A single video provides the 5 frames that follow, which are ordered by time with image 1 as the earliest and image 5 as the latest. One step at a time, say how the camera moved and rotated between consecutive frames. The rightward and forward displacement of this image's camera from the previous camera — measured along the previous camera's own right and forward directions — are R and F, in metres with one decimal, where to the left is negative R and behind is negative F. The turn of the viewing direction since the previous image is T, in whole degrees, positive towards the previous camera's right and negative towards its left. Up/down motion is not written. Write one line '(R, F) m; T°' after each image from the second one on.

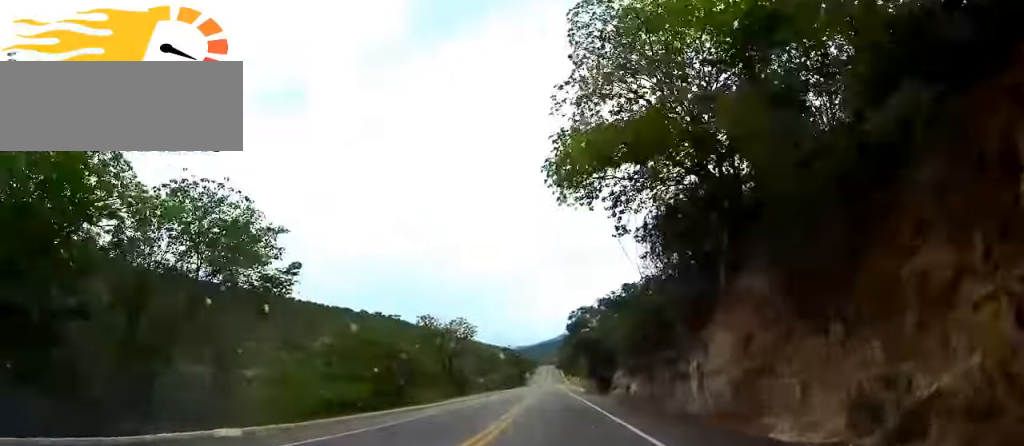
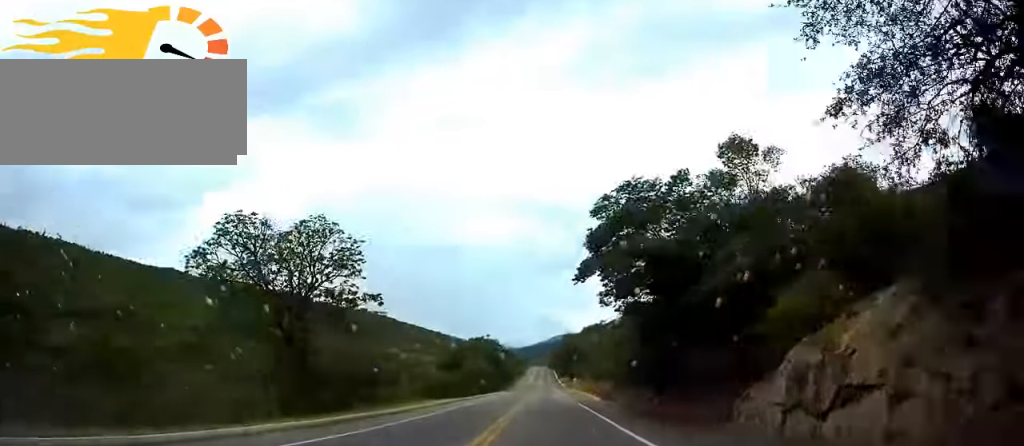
(+0.2, +47.6) m; +1°
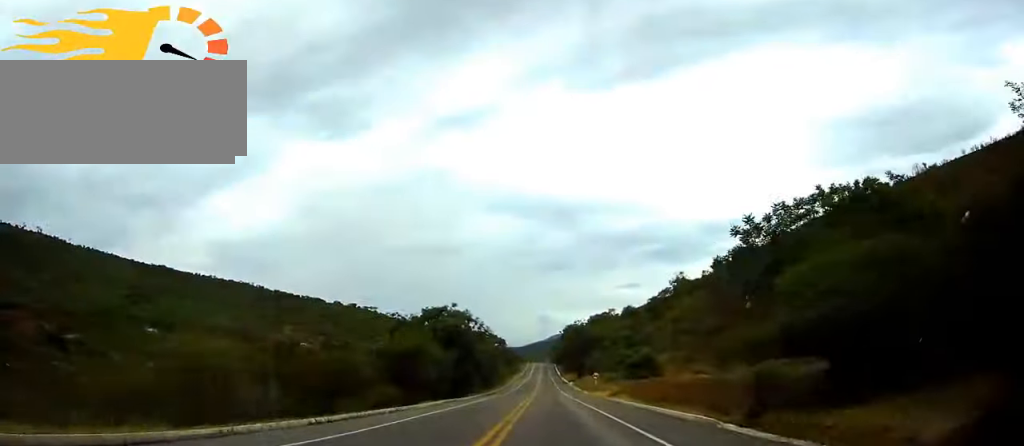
(+0.3, +57.1) m; 0°
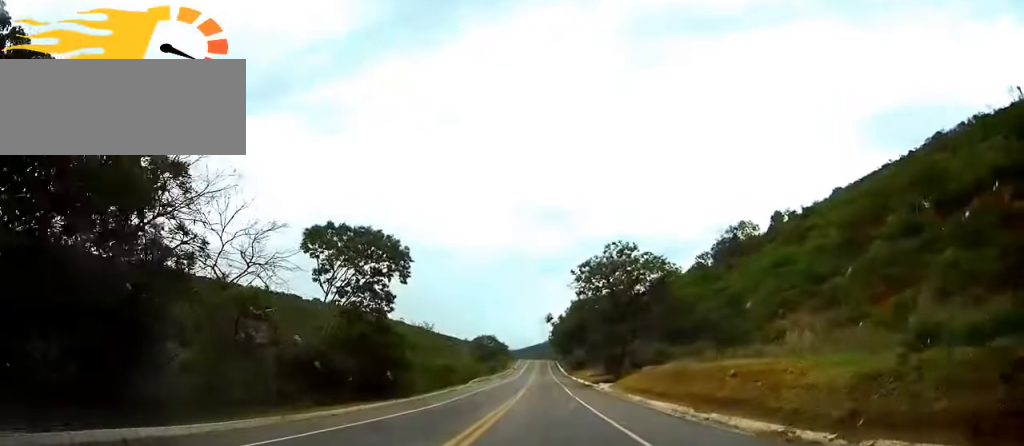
(0.0, +89.5) m; 0°
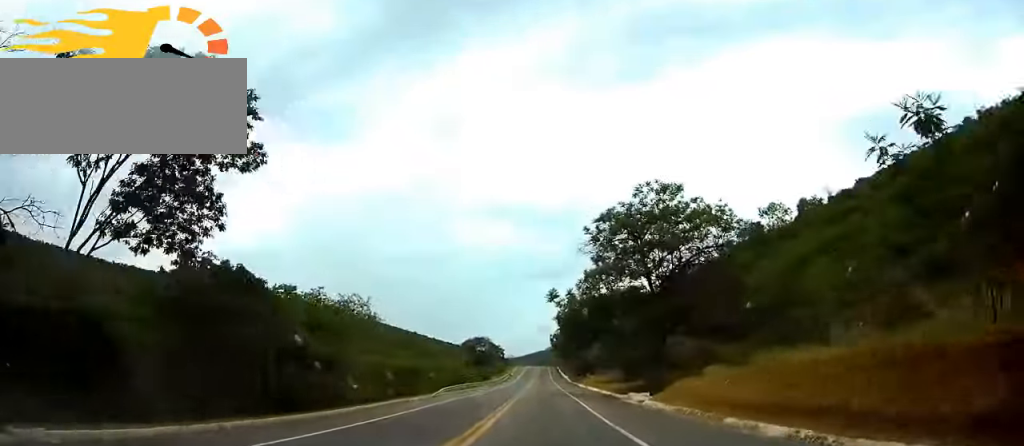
(0.0, +23.5) m; 0°
